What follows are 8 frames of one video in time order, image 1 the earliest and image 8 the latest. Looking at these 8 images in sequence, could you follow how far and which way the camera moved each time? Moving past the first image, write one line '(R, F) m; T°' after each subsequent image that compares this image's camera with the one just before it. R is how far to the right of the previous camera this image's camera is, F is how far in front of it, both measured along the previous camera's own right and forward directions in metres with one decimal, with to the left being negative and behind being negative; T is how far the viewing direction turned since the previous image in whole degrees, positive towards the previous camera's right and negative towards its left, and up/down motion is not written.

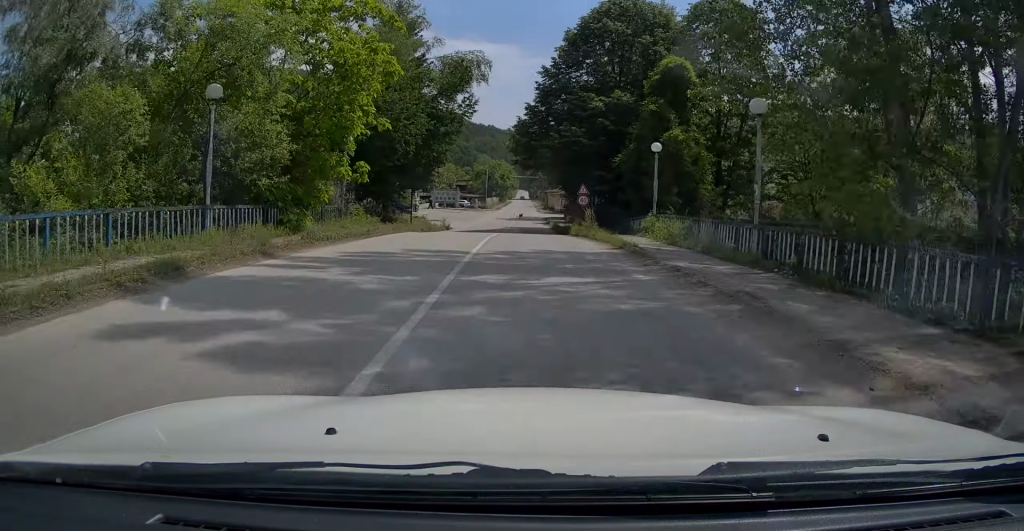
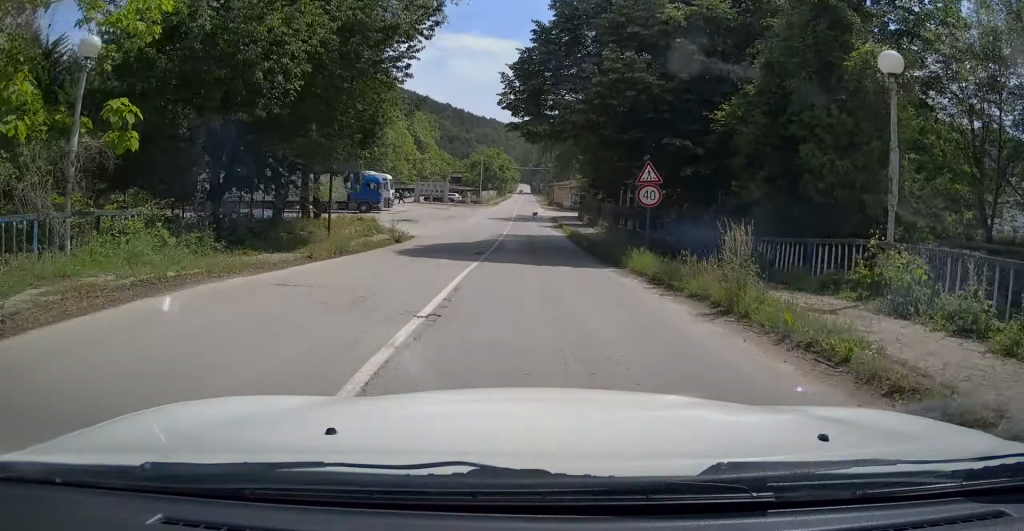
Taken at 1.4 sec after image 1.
(+0.4, +16.2) m; 0°
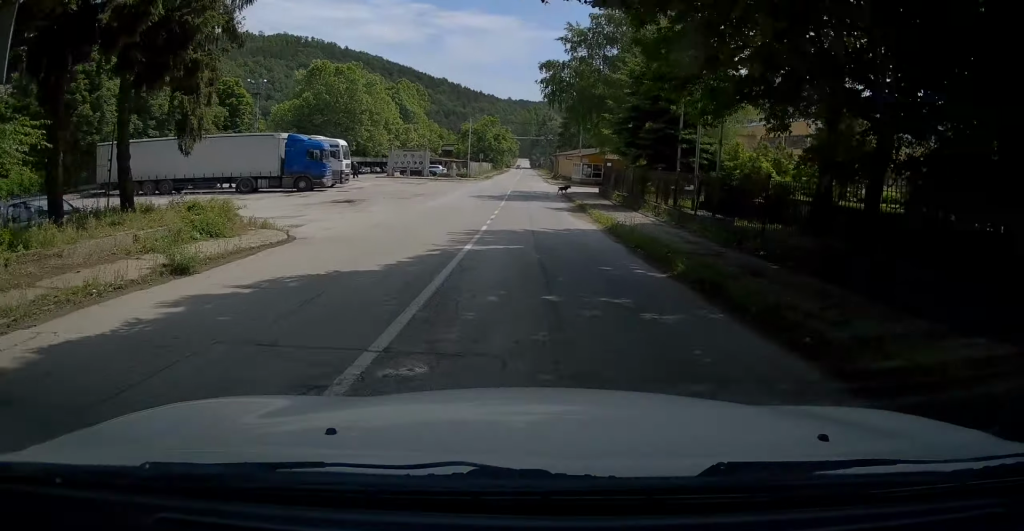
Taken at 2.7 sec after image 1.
(0.0, +15.4) m; +1°
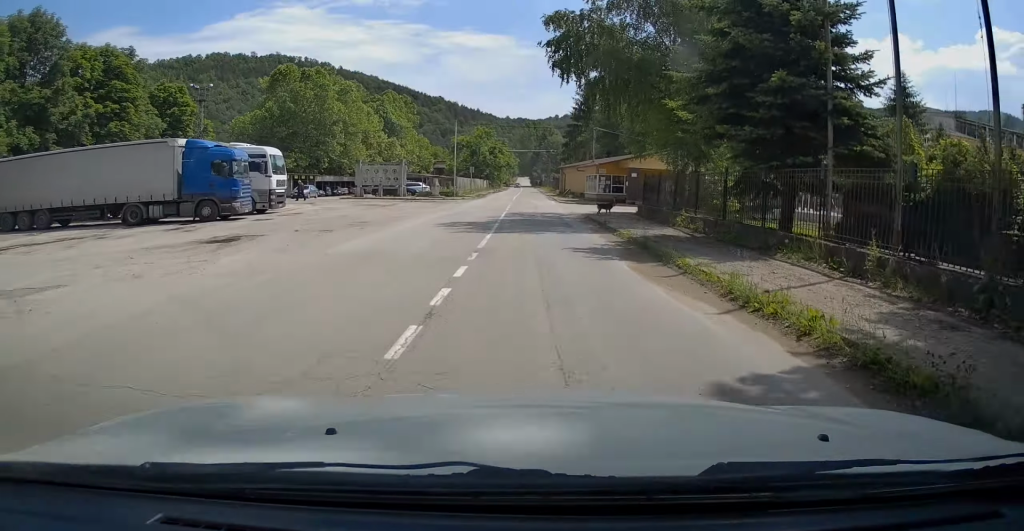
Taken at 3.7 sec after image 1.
(+0.2, +12.4) m; 0°
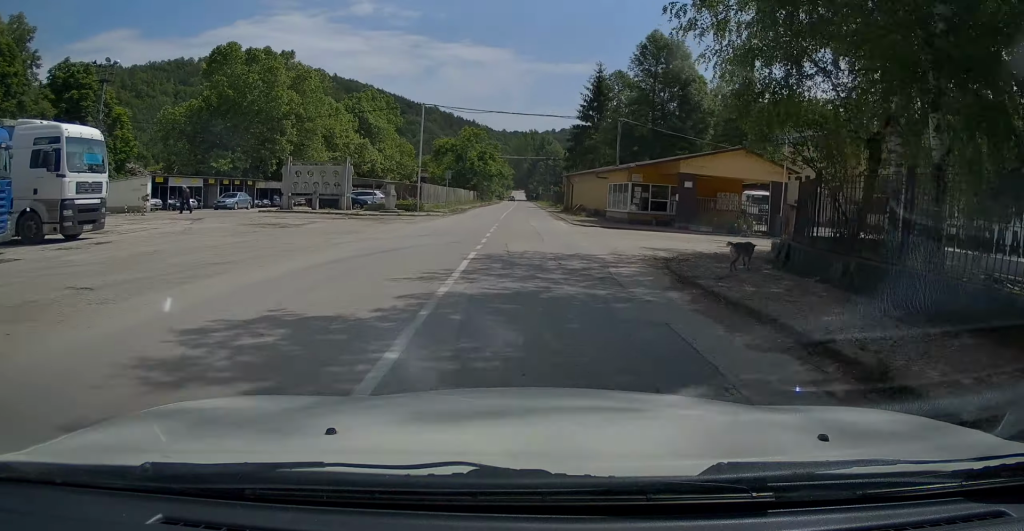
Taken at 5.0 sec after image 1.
(-0.3, +15.1) m; -2°
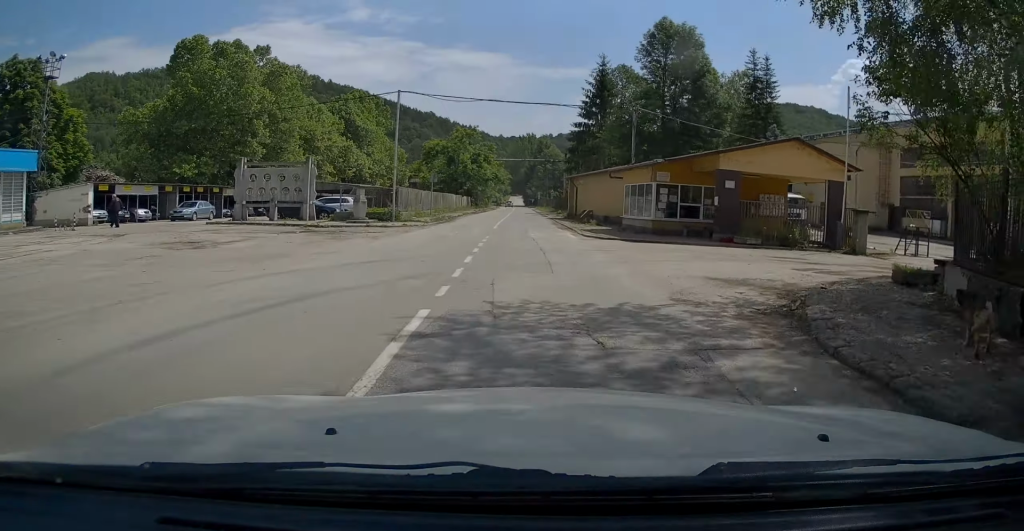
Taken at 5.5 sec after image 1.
(0.0, +6.3) m; 0°
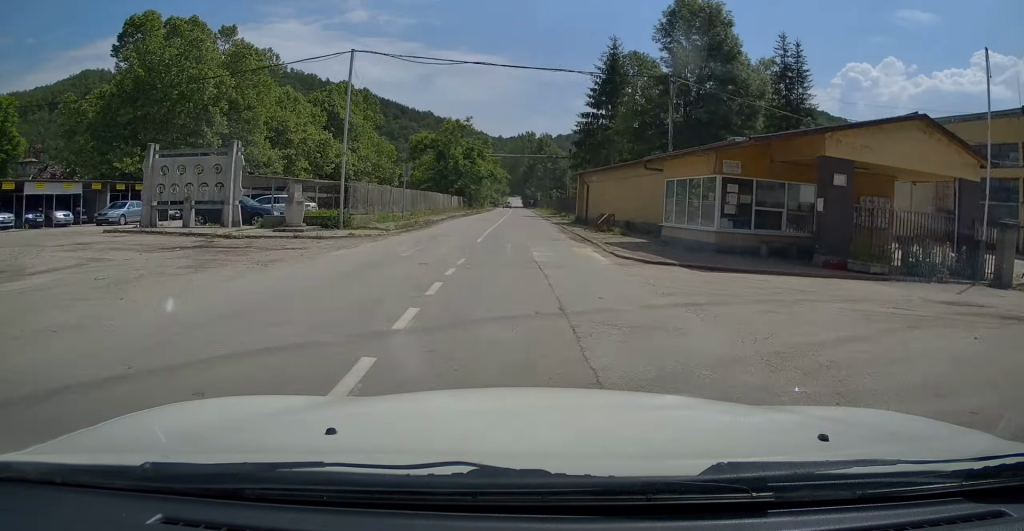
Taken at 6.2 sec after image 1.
(0.0, +8.4) m; 0°
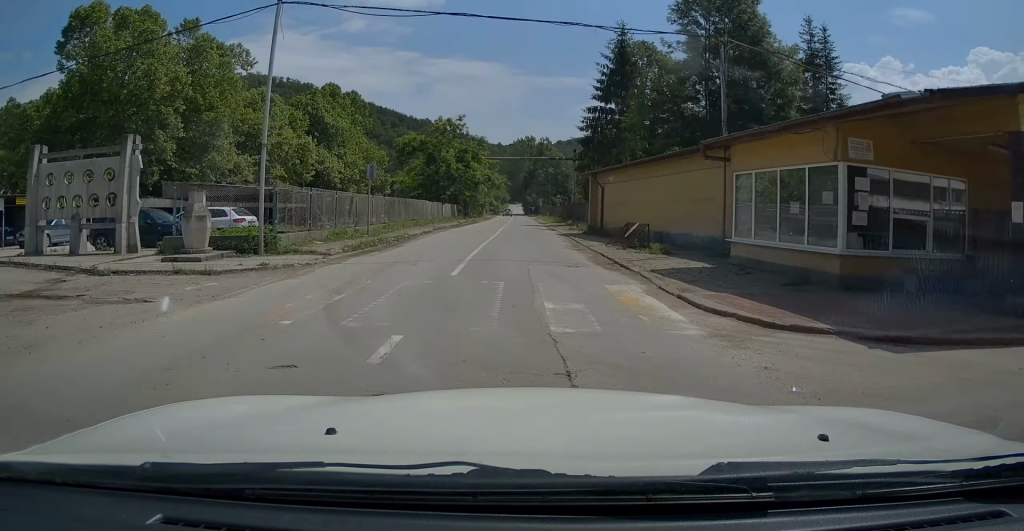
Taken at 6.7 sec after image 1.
(0.0, +6.9) m; 0°
